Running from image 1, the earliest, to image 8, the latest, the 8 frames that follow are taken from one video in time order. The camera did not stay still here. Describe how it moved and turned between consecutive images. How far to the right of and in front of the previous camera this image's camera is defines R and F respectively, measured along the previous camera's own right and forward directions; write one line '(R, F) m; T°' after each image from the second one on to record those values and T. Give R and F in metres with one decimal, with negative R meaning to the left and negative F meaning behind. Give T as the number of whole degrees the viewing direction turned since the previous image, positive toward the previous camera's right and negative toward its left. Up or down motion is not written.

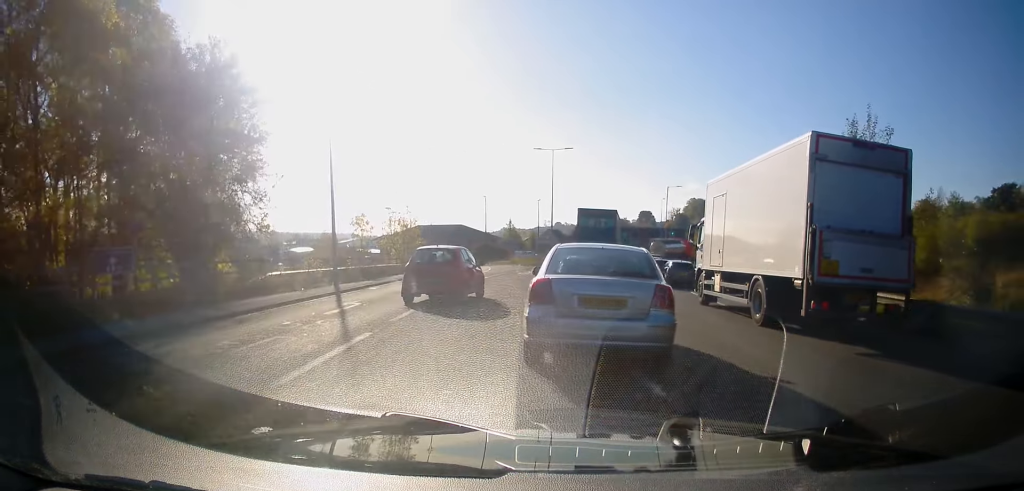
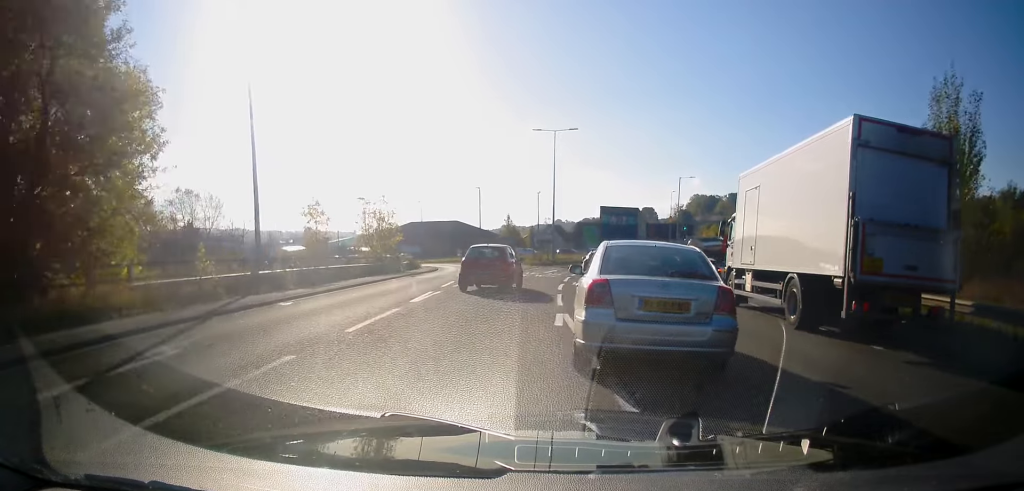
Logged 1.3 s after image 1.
(+1.0, +8.4) m; +7°
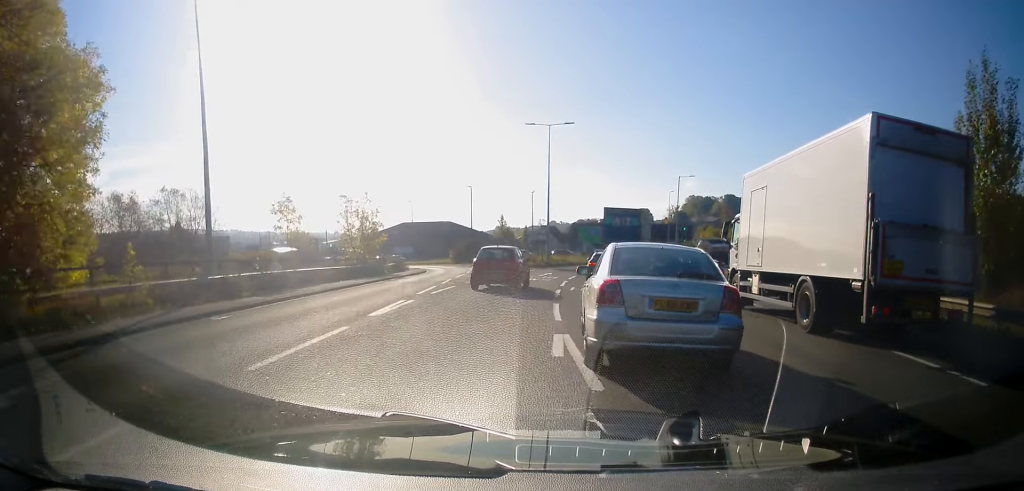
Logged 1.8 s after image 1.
(0.0, +3.5) m; 0°
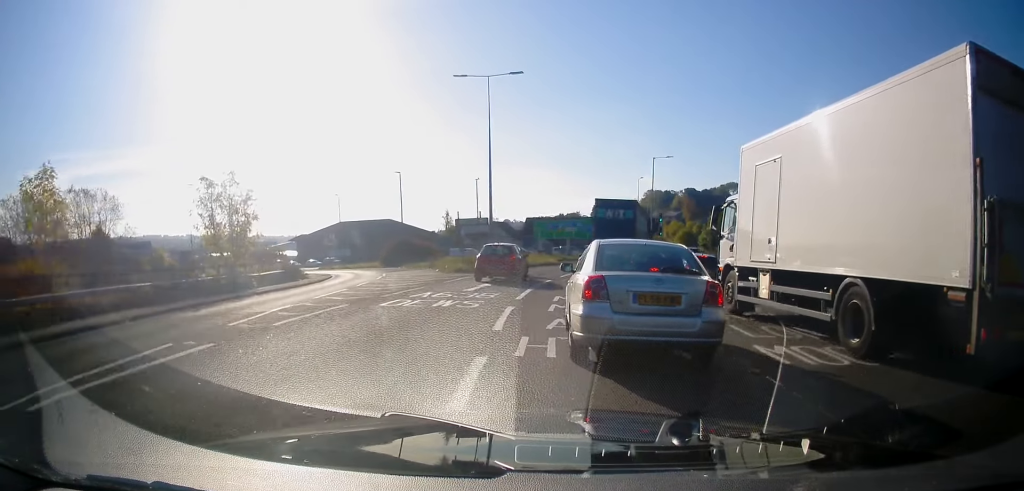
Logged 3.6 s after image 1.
(+0.3, +13.9) m; +4°
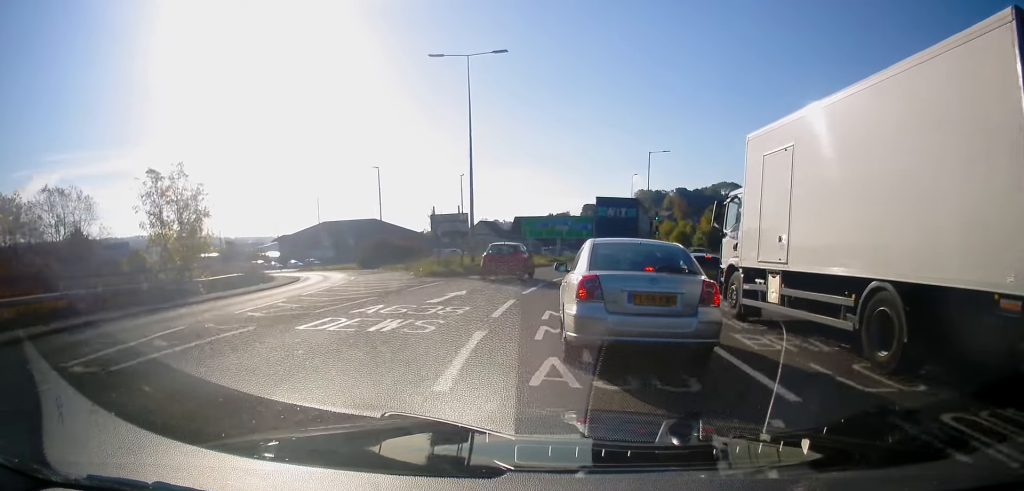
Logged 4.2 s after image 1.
(+0.2, +4.2) m; +1°
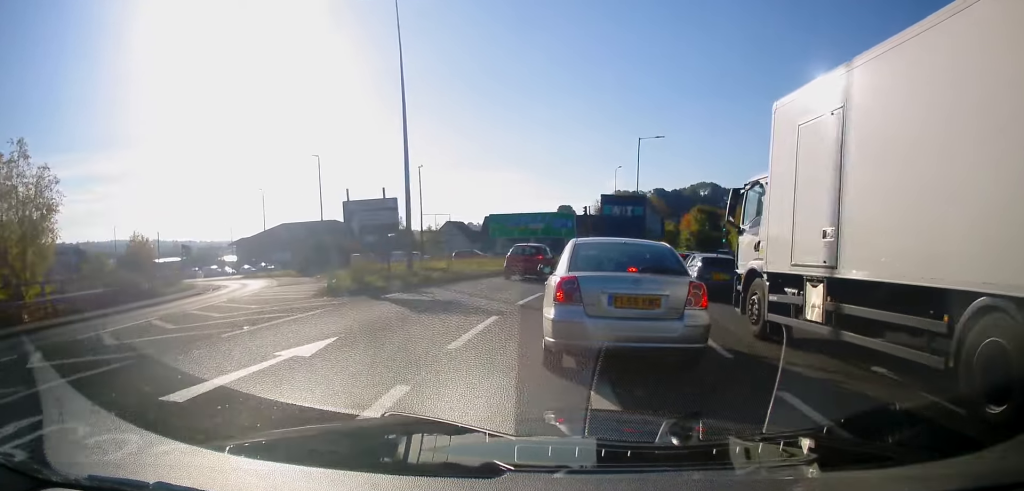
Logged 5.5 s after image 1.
(0.0, +9.1) m; +1°
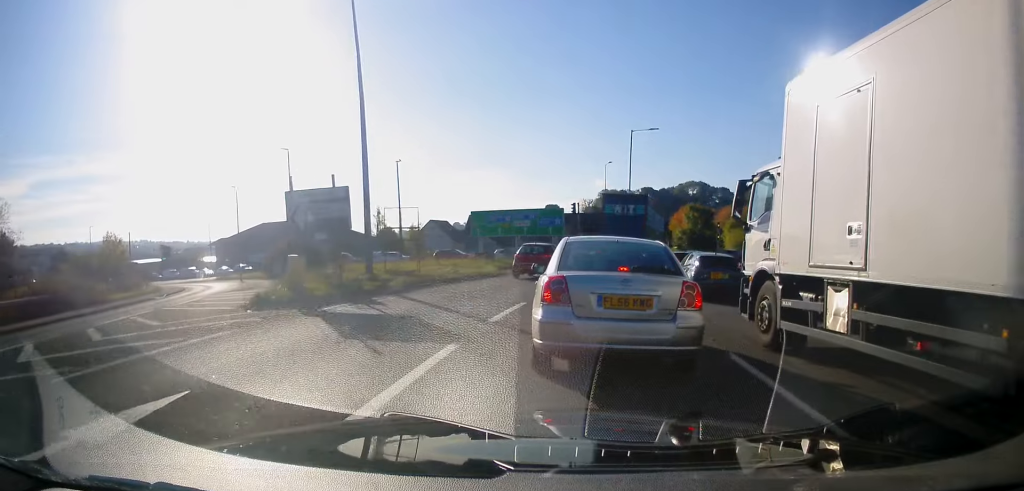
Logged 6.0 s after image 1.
(+0.1, +3.2) m; +2°
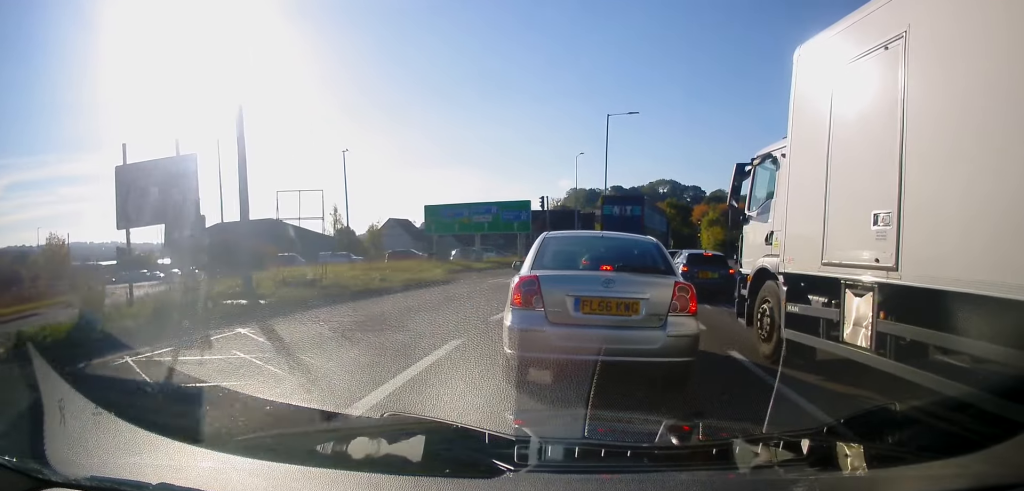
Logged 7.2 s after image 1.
(+0.2, +5.7) m; +3°
